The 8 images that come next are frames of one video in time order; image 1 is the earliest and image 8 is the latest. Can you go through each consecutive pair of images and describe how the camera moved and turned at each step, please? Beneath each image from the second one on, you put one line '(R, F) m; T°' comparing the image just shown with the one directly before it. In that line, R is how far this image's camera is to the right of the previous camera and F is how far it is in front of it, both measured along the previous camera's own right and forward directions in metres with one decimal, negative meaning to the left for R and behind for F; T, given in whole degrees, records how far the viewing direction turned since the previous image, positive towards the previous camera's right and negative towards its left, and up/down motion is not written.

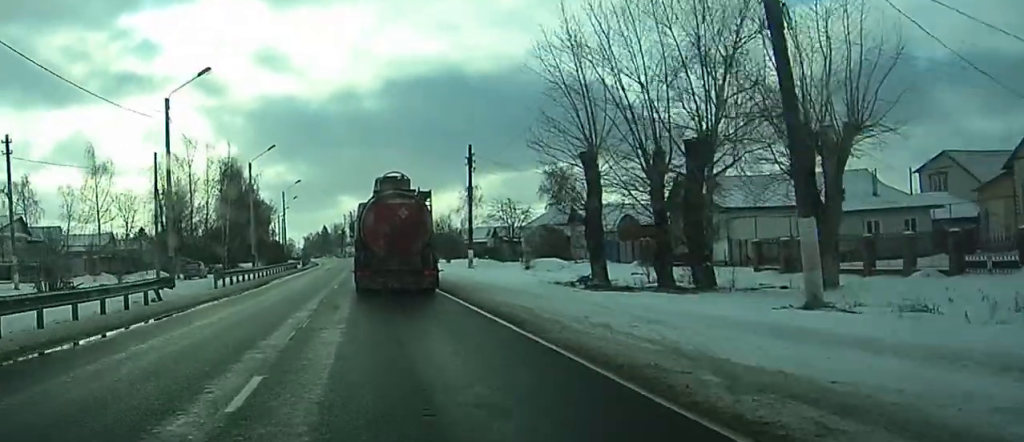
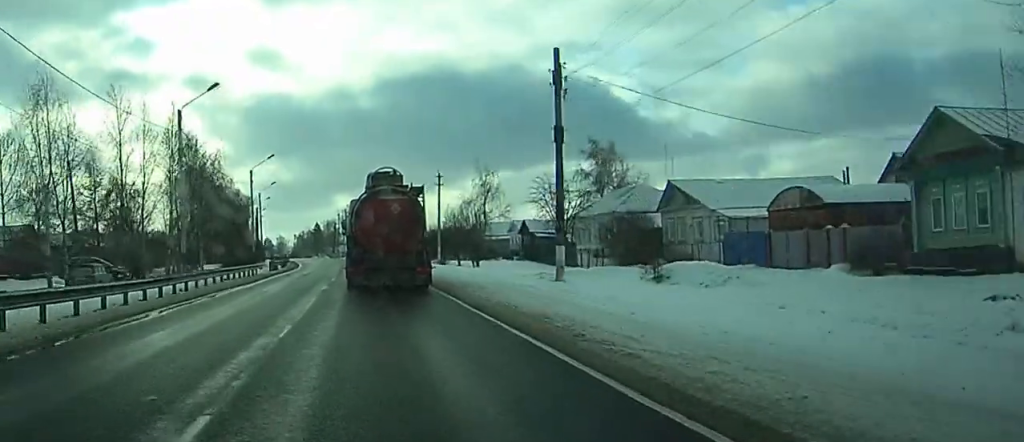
(-0.1, +23.6) m; 0°
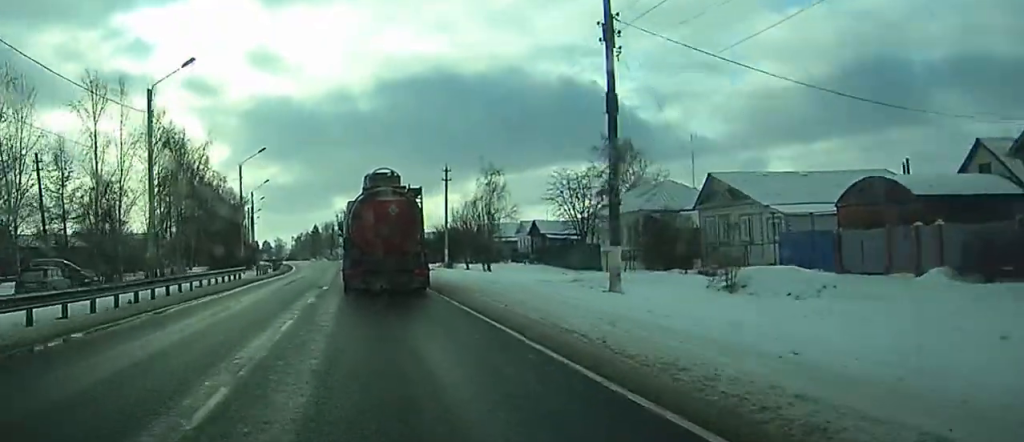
(0.0, +5.8) m; 0°
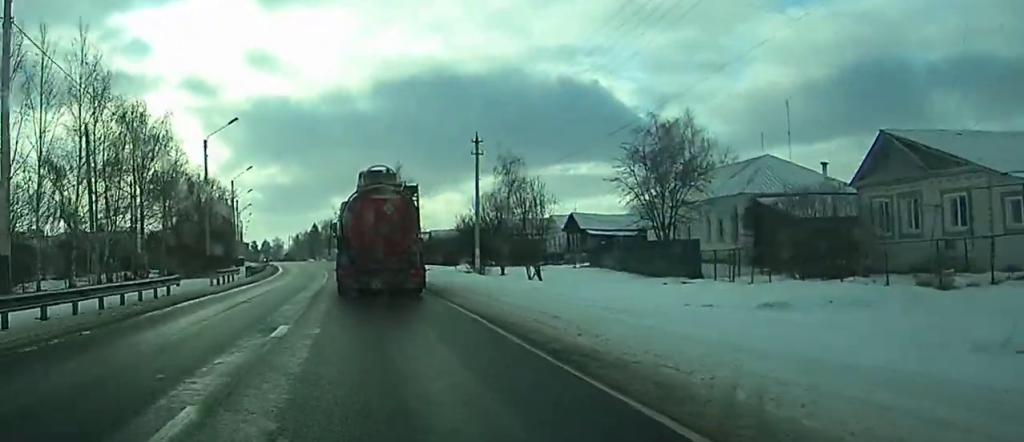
(-0.1, +14.9) m; -1°
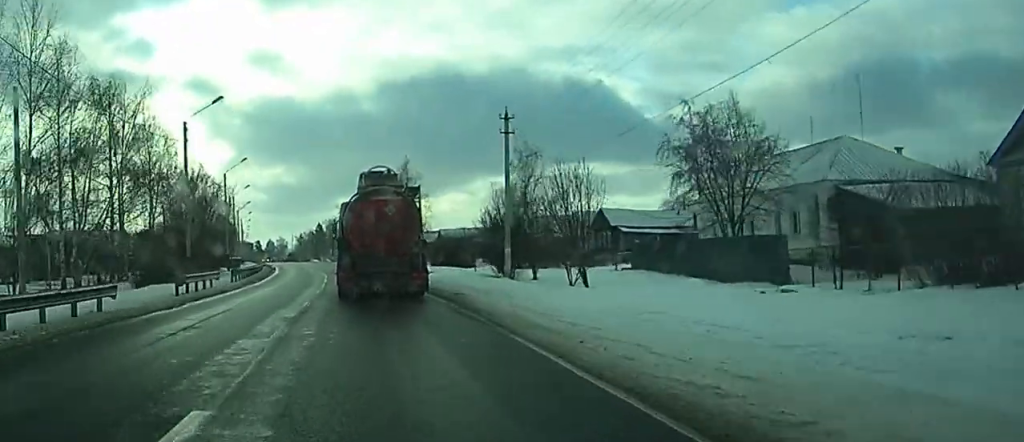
(-0.1, +7.3) m; 0°
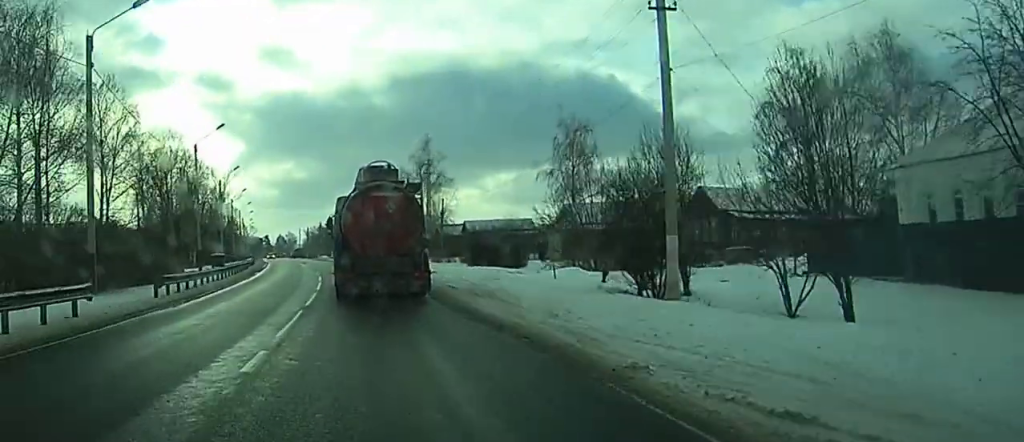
(+0.1, +17.5) m; 0°
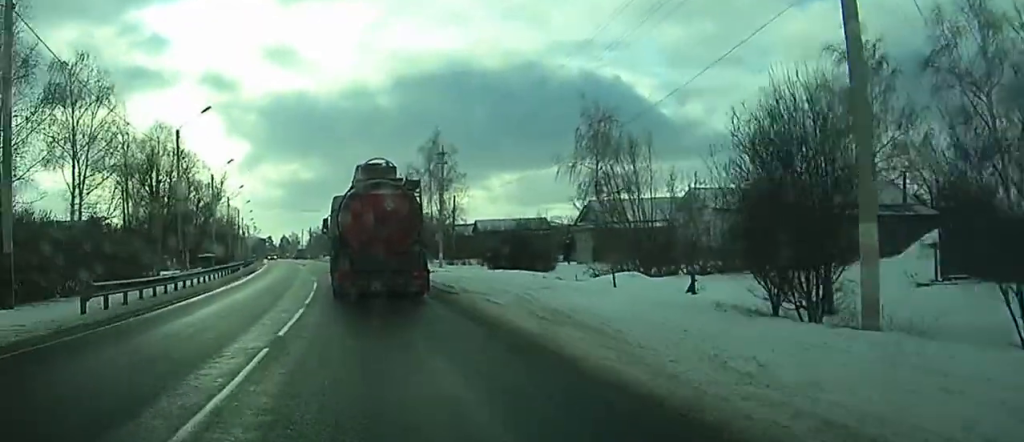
(0.0, +7.0) m; 0°
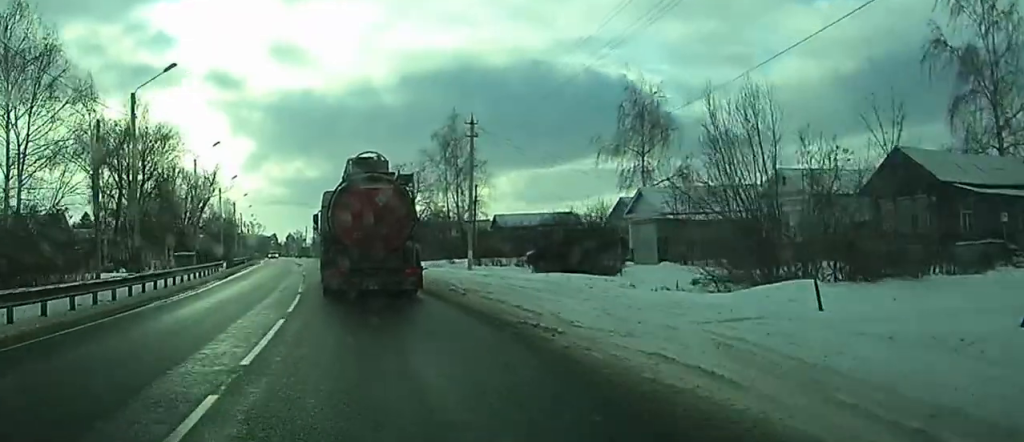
(-0.1, +11.2) m; -1°
